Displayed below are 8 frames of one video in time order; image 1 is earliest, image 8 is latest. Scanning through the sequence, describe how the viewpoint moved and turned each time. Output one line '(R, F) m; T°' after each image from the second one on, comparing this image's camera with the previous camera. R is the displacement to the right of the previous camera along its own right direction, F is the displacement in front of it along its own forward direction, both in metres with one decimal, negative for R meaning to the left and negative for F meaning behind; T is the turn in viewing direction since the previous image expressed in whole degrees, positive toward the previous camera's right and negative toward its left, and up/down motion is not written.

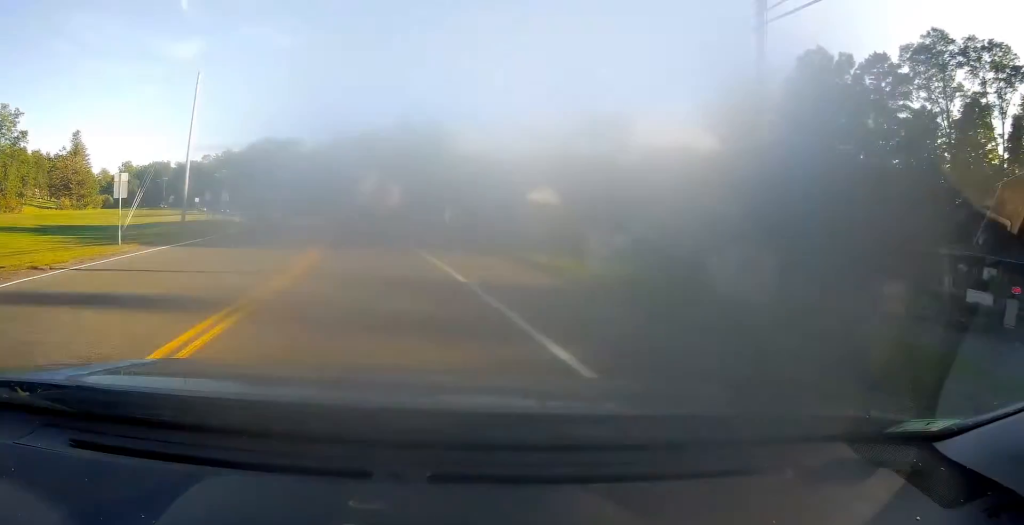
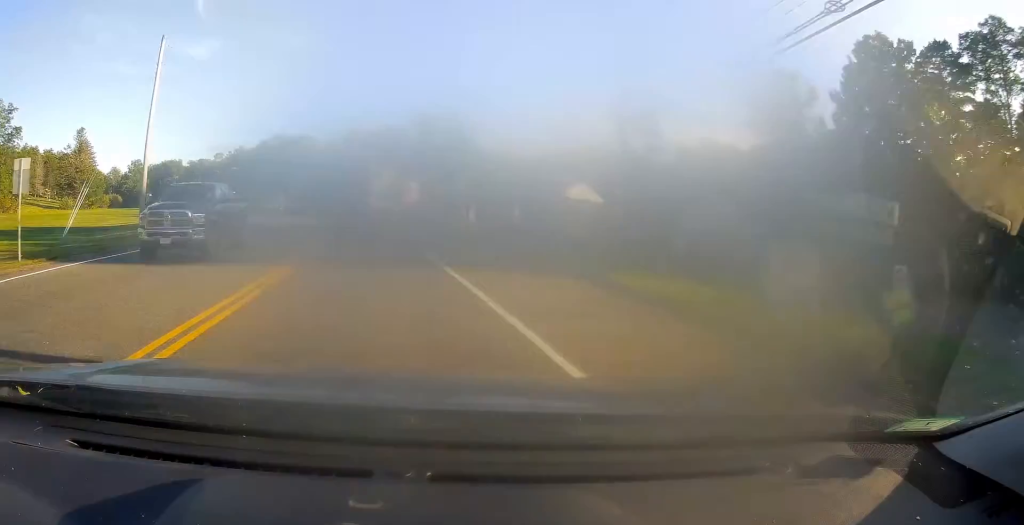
(+0.1, +8.0) m; 0°
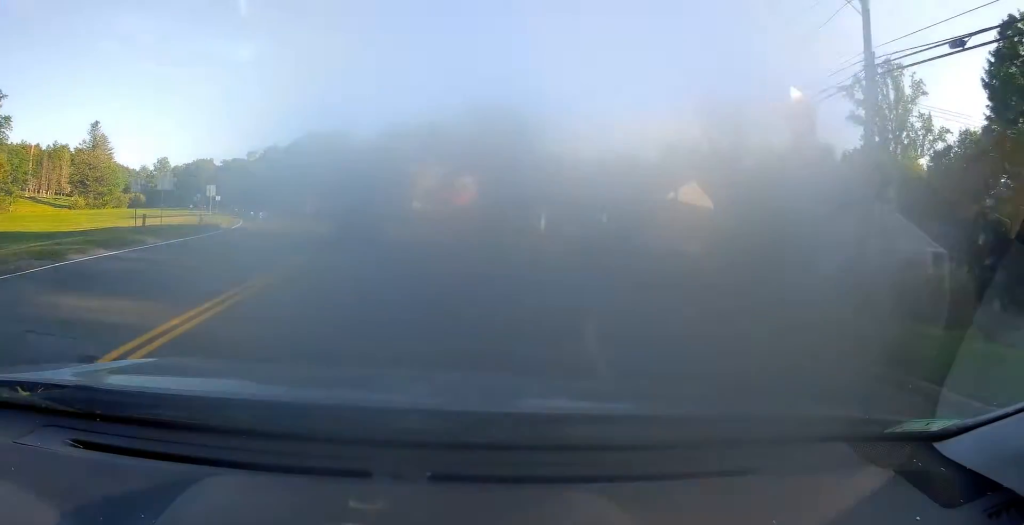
(-0.2, +16.8) m; -4°
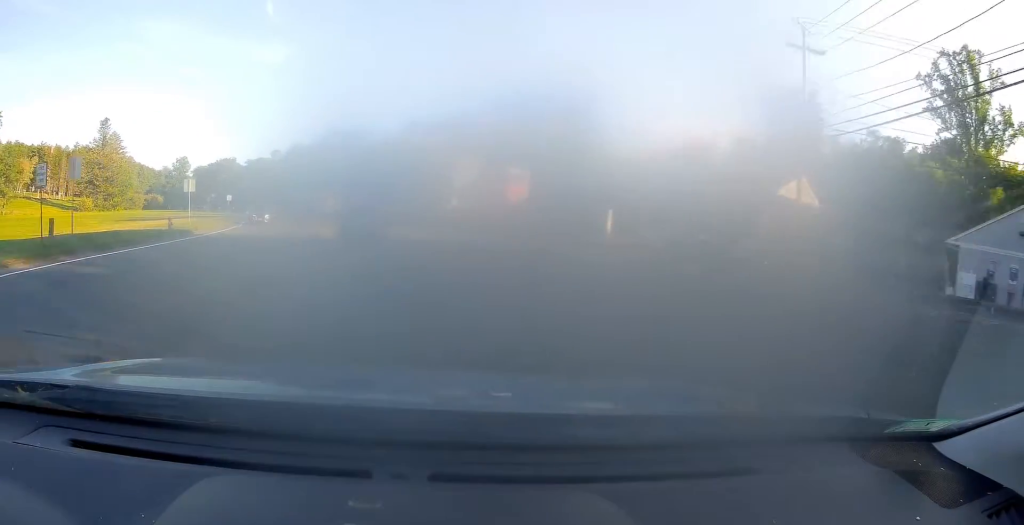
(-0.4, +10.2) m; -3°
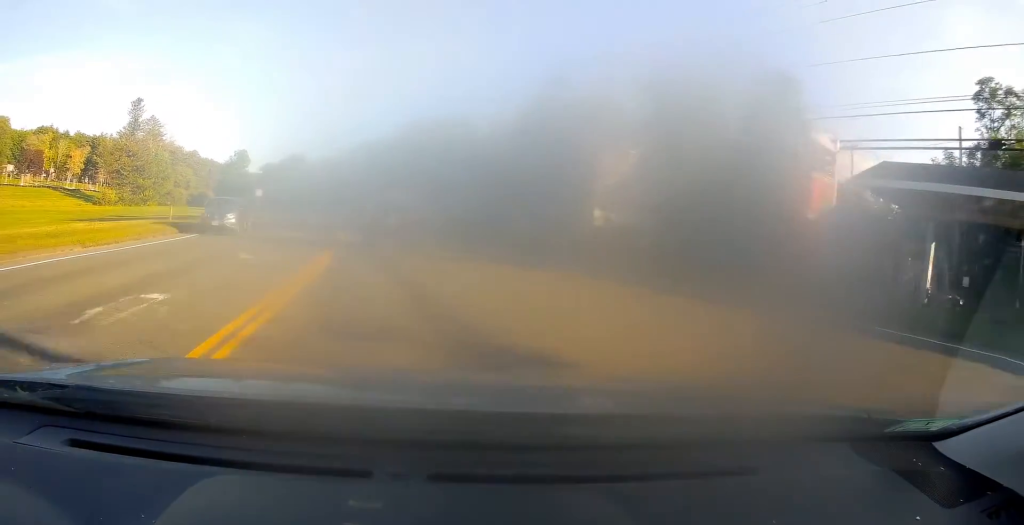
(-1.5, +26.5) m; -7°
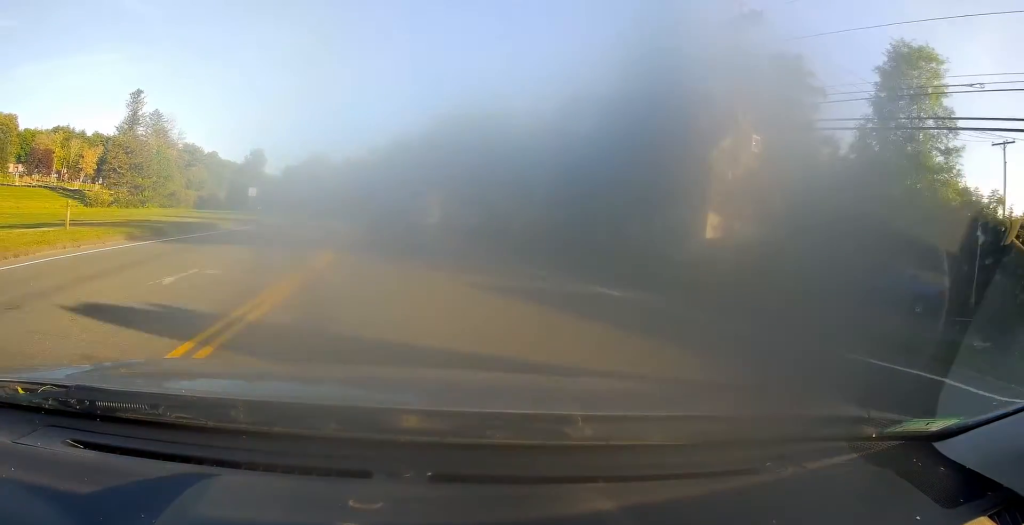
(-0.8, +13.8) m; -5°
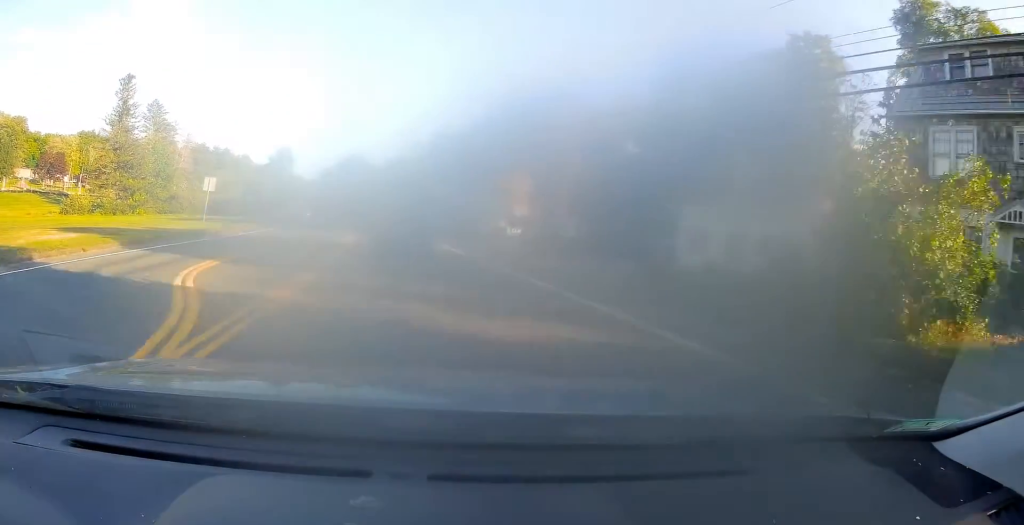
(-1.6, +22.0) m; -7°
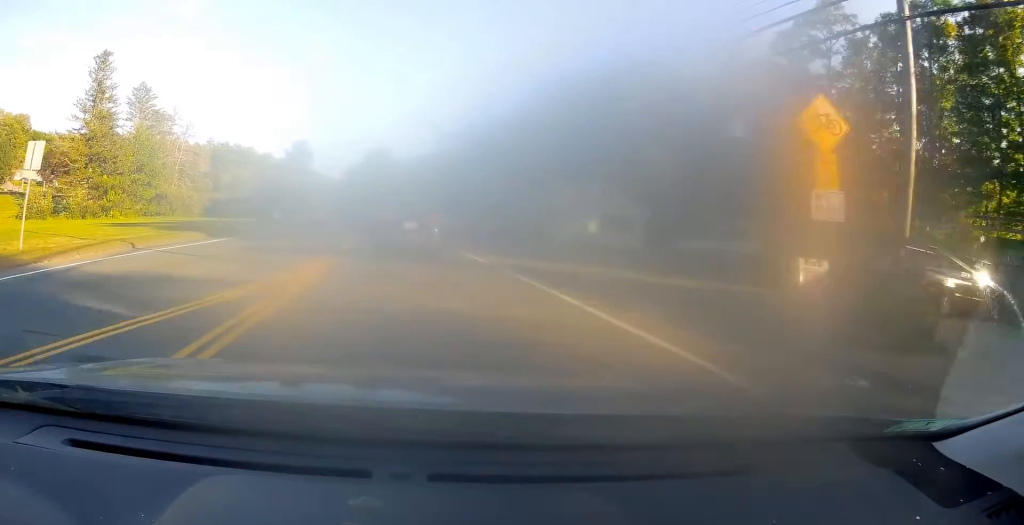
(-0.5, +20.0) m; -4°
